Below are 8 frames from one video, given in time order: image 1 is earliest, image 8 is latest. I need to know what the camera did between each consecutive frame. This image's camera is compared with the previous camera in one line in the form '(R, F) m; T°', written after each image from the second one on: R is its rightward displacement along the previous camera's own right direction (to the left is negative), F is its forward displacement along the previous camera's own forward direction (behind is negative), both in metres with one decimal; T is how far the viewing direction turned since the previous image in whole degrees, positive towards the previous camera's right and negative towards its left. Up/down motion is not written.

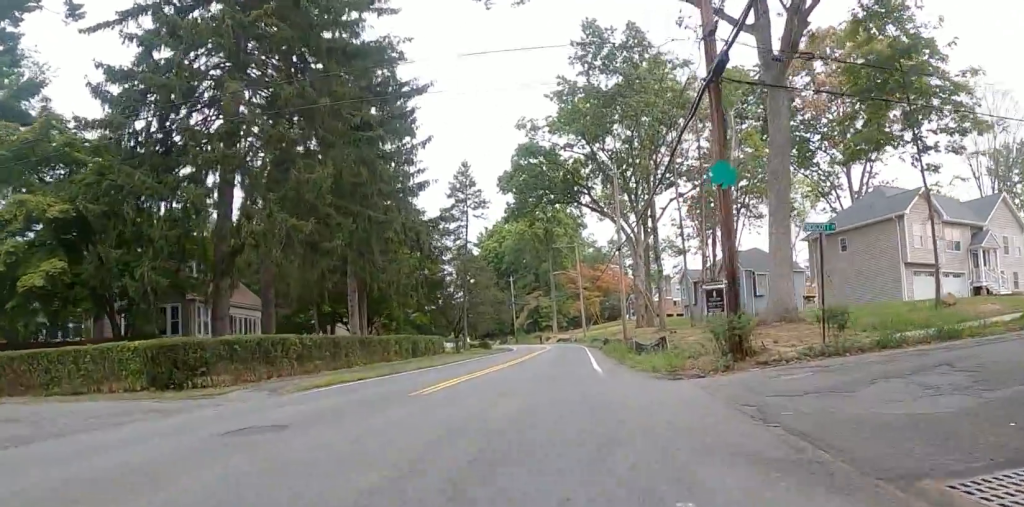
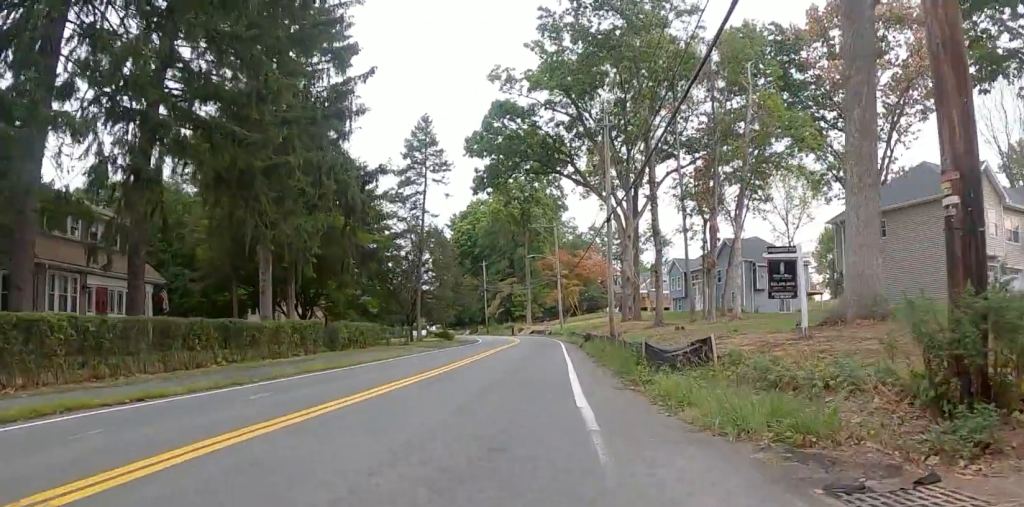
(+0.9, +8.1) m; +10°
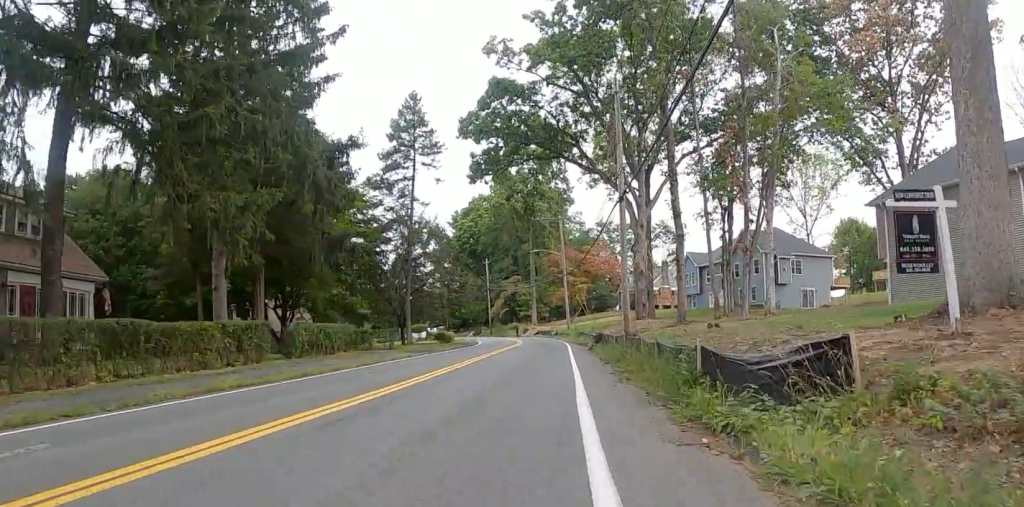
(+0.2, +4.3) m; +2°
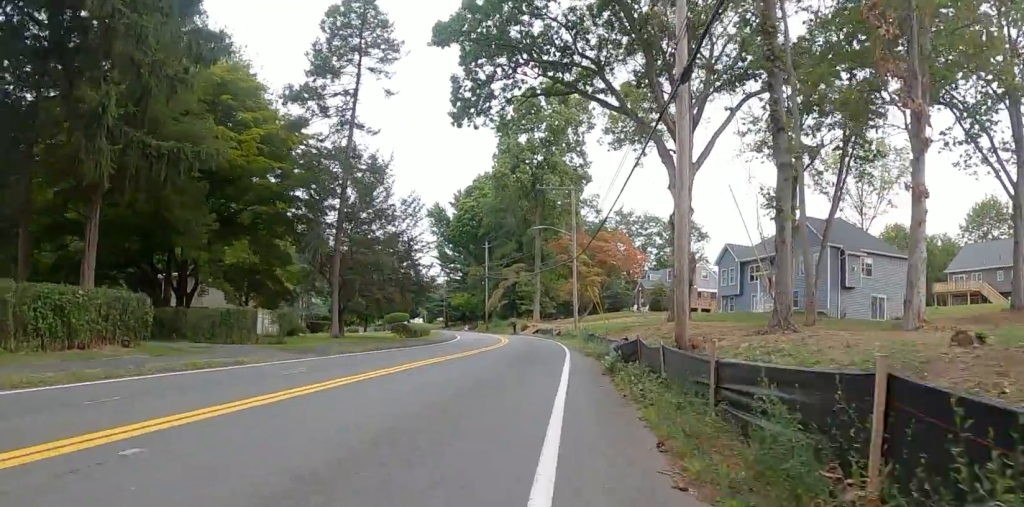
(-0.3, +12.4) m; -4°
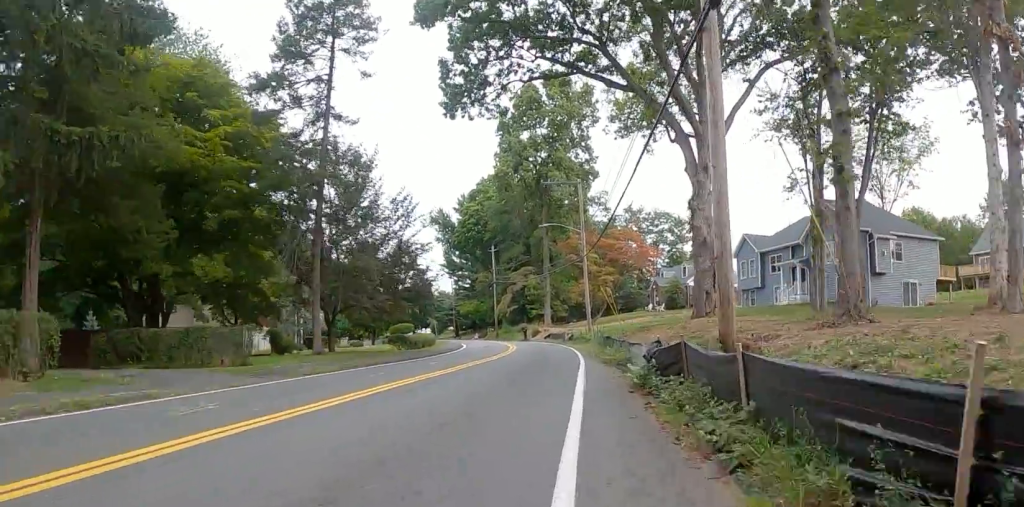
(0.0, +3.1) m; 0°
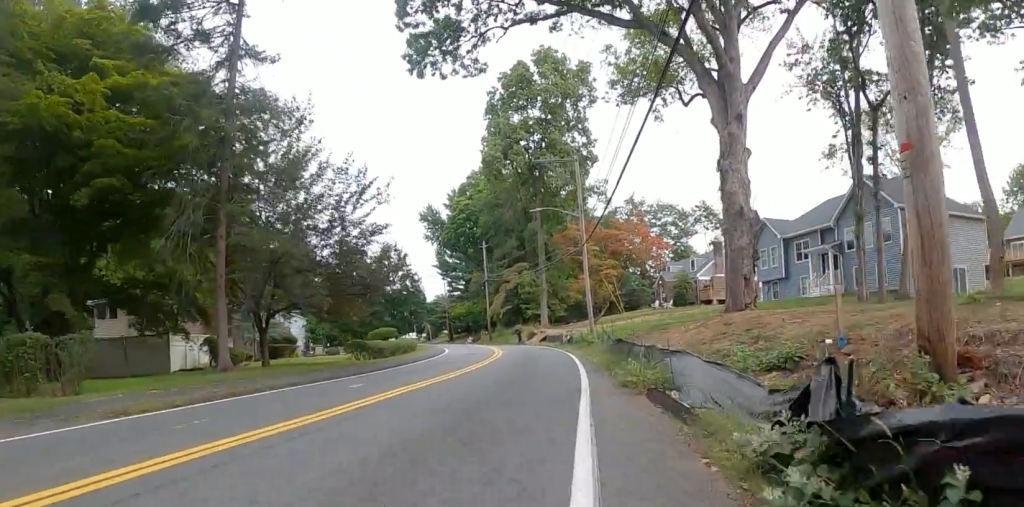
(0.0, +6.5) m; -2°
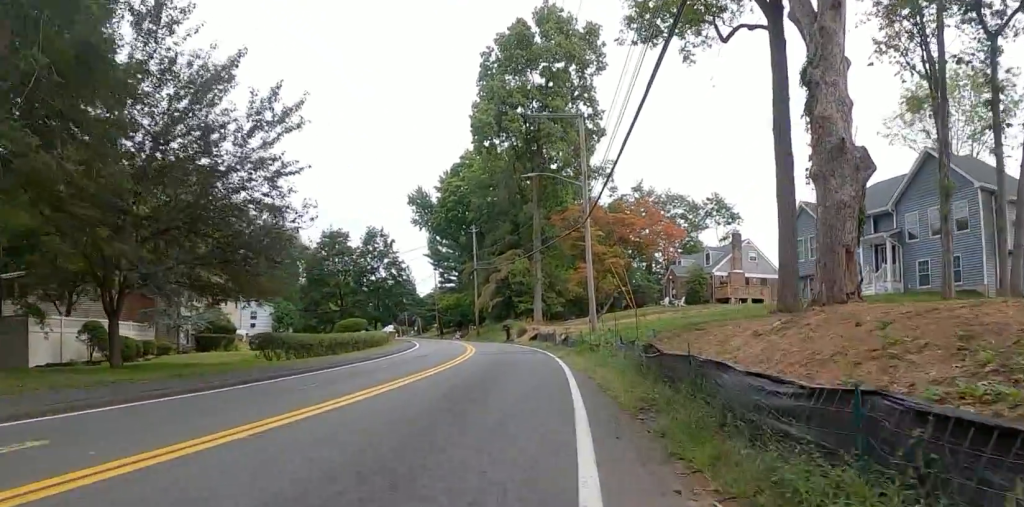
(-0.3, +8.3) m; -1°
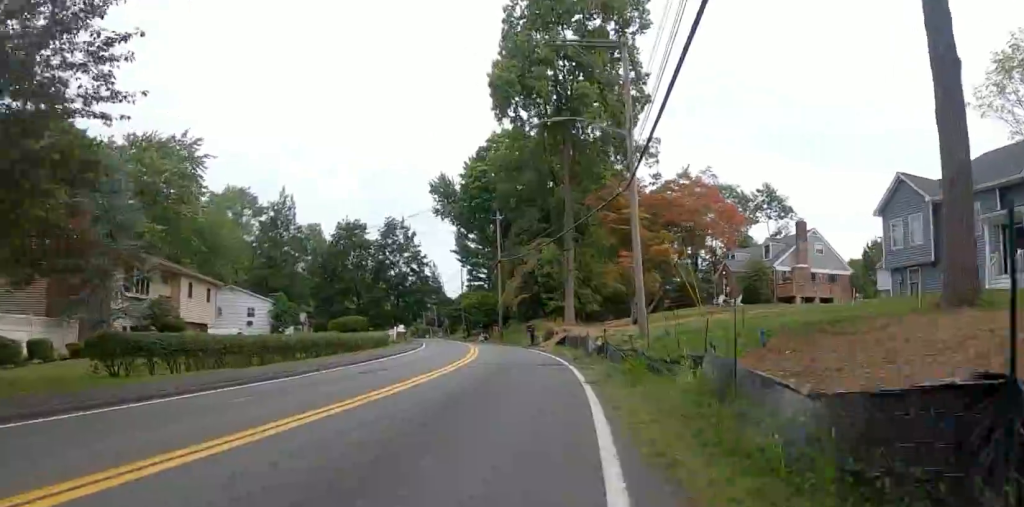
(+0.3, +8.7) m; -6°
